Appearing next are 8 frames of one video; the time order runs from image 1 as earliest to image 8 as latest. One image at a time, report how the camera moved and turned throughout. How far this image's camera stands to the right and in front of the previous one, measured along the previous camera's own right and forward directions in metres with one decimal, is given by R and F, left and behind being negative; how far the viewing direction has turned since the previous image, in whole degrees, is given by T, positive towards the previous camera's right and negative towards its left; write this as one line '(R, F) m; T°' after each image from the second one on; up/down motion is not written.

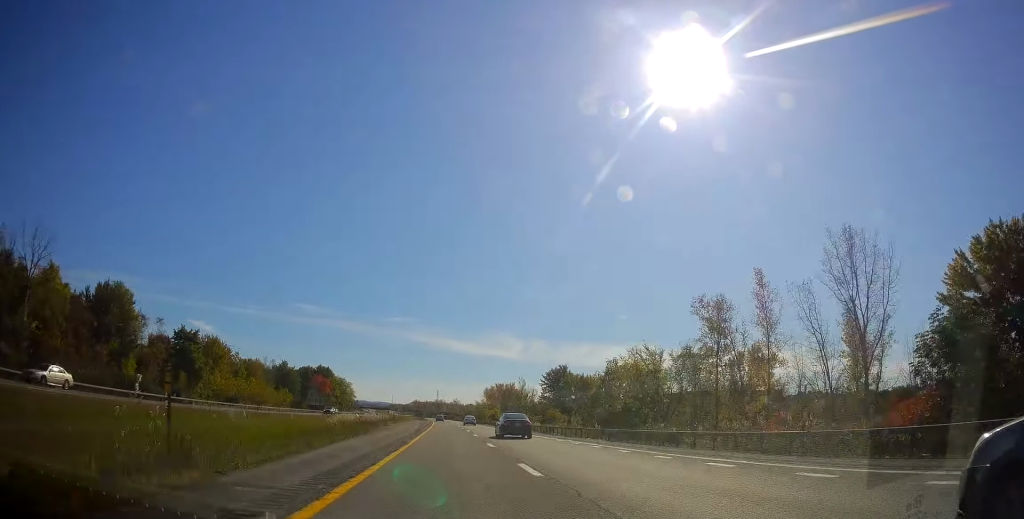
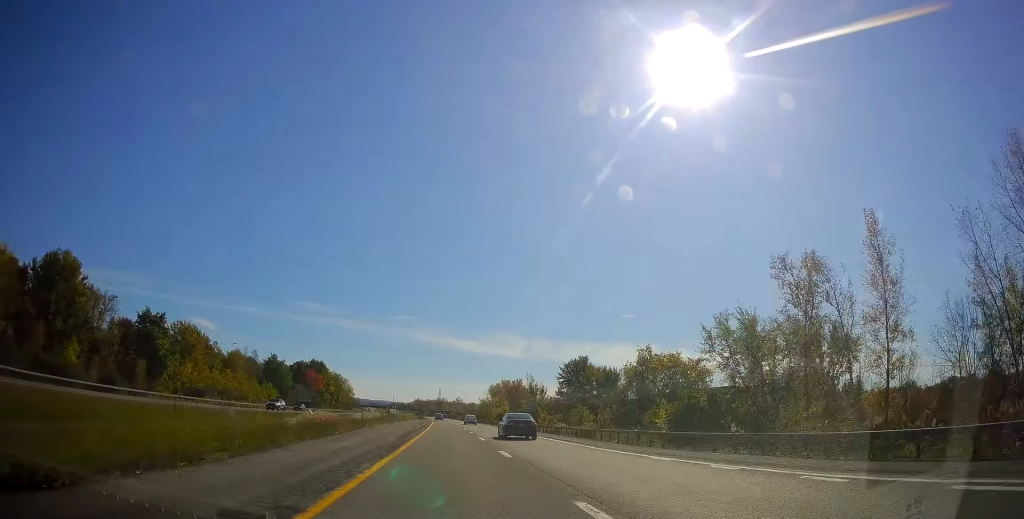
(0.0, +18.8) m; 0°
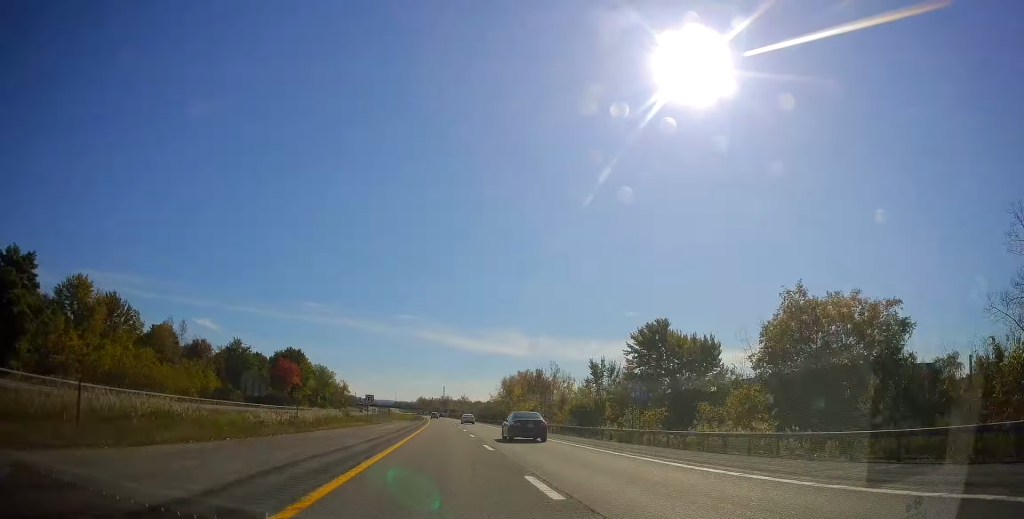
(+0.1, +45.2) m; 0°
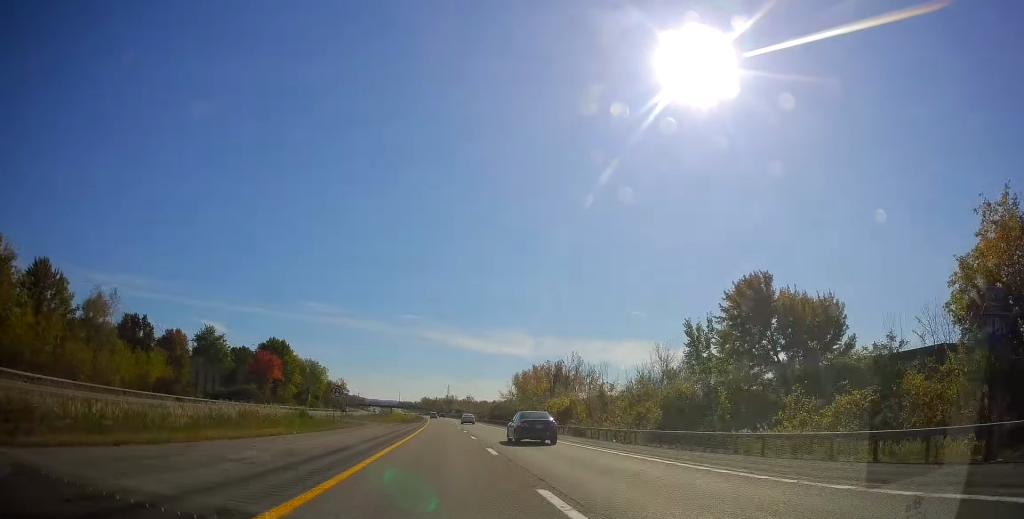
(0.0, +26.4) m; 0°
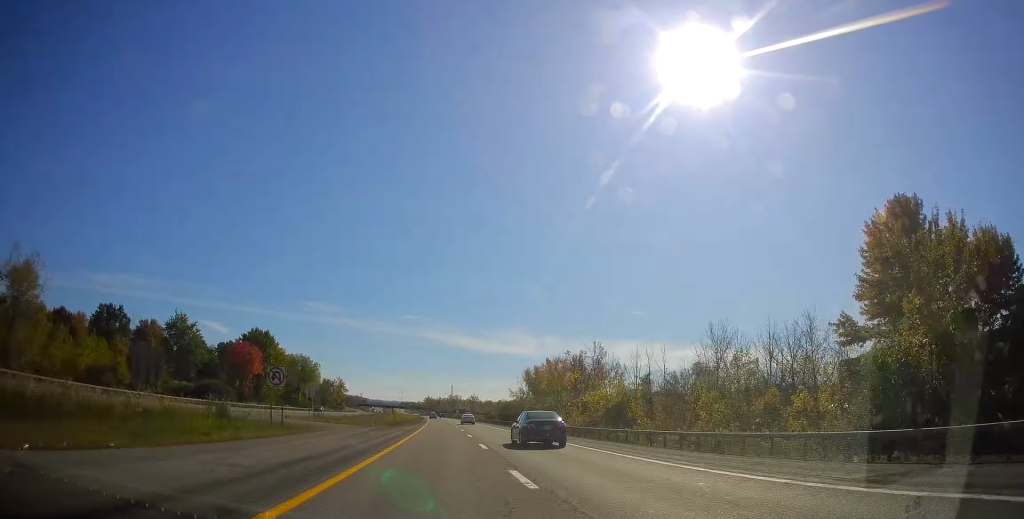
(0.0, +20.5) m; 0°
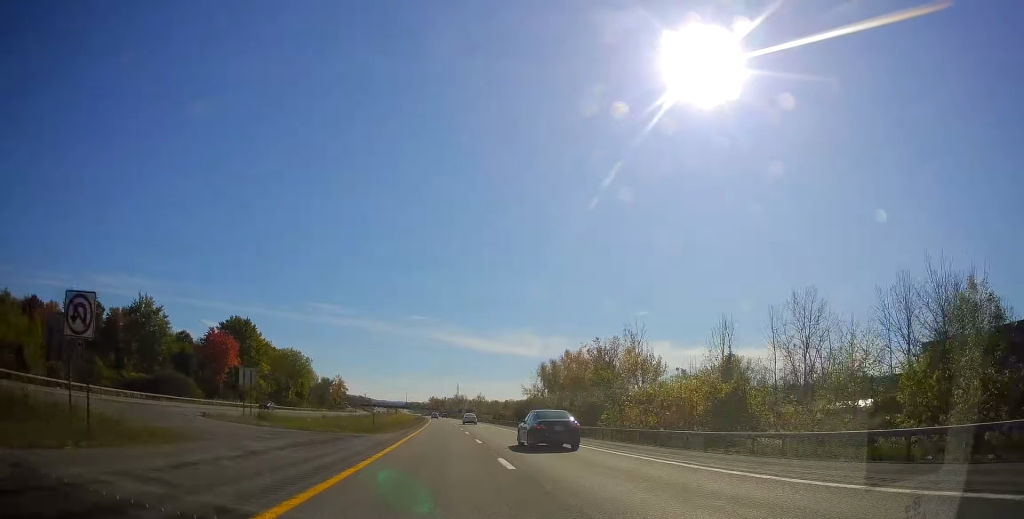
(0.0, +20.5) m; -1°
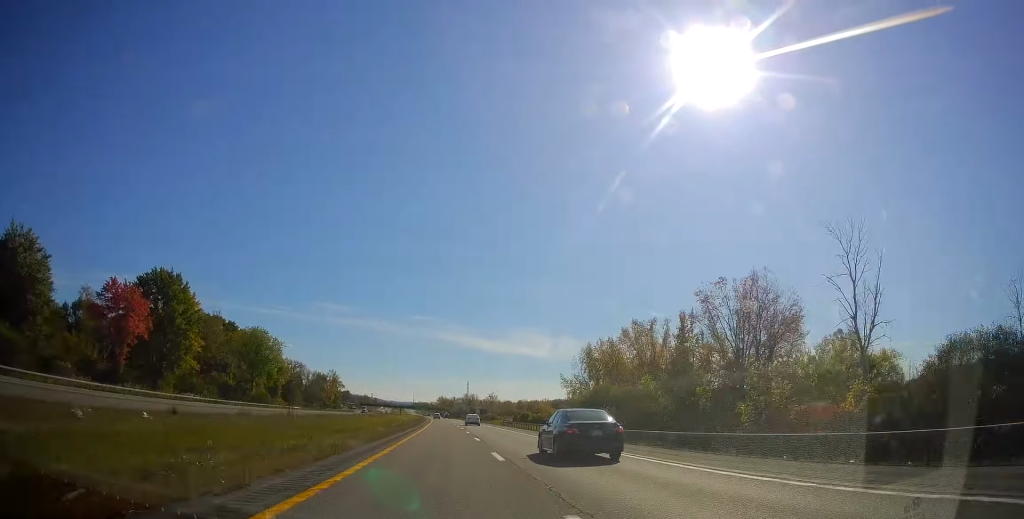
(-1.1, +45.6) m; -2°
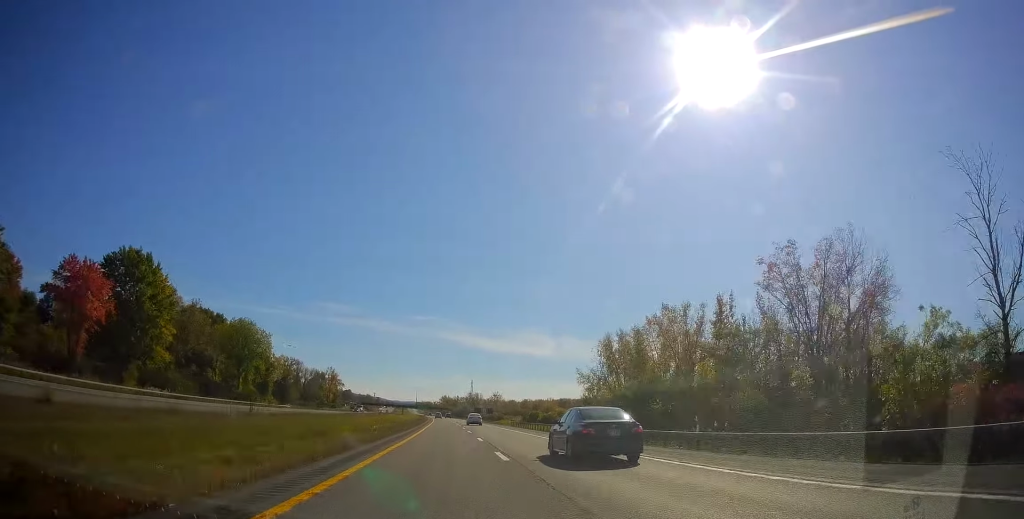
(0.0, +12.6) m; 0°
